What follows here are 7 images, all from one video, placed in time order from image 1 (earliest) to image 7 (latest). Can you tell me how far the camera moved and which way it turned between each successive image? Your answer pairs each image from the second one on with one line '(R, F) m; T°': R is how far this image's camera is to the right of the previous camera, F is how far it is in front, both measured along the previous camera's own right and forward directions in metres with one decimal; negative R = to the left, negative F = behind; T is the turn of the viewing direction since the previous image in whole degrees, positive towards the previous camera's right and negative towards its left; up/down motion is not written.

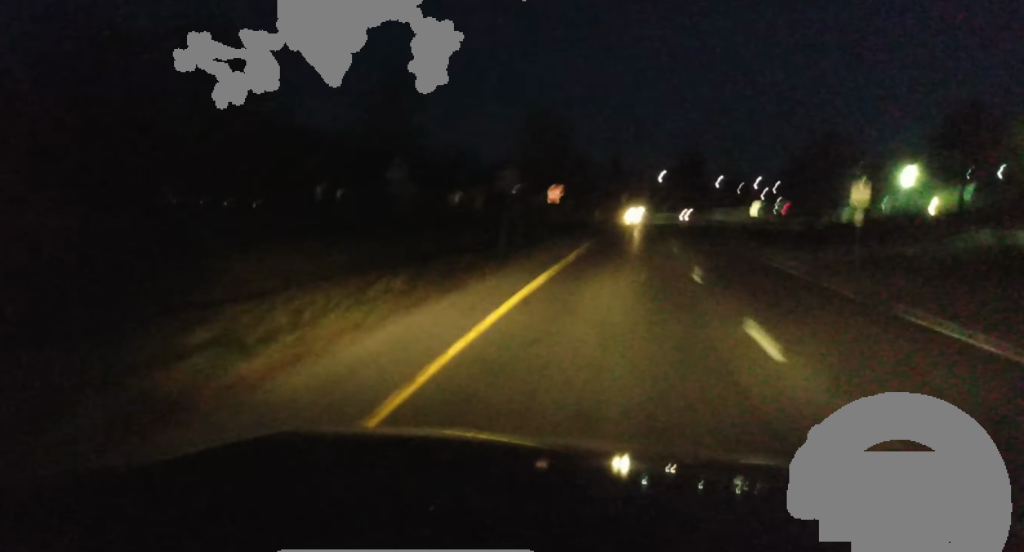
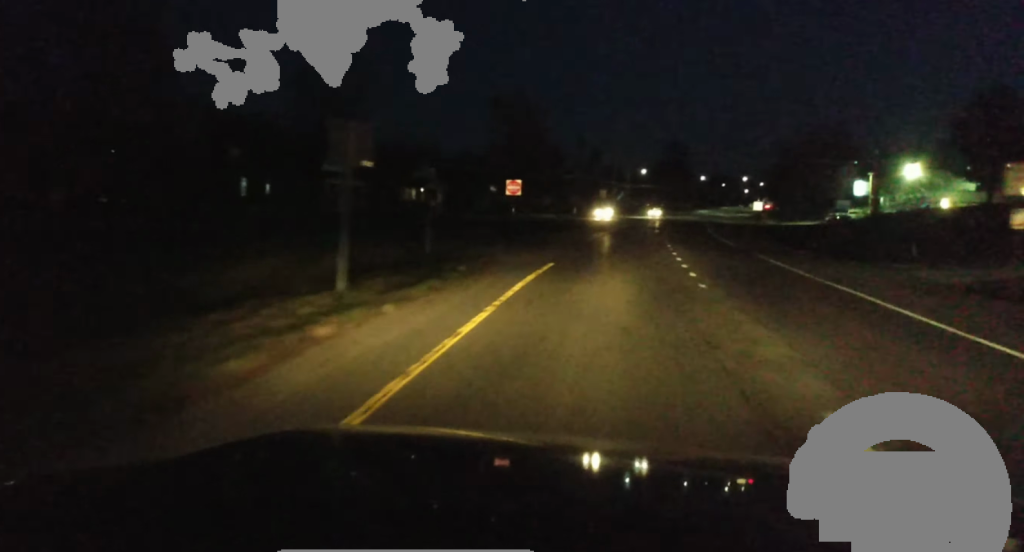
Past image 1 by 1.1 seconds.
(+0.7, +18.4) m; +2°
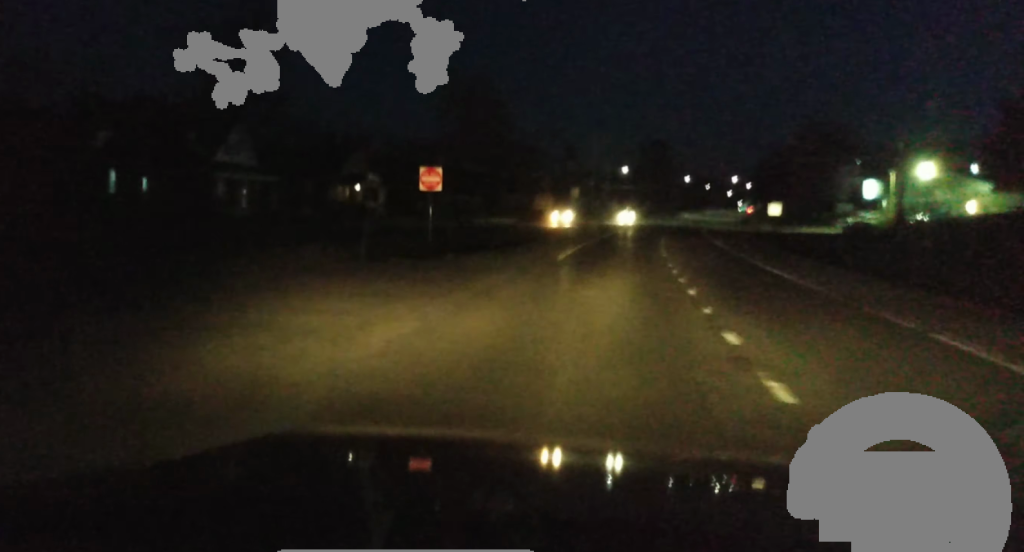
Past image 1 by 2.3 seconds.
(-0.2, +22.5) m; 0°
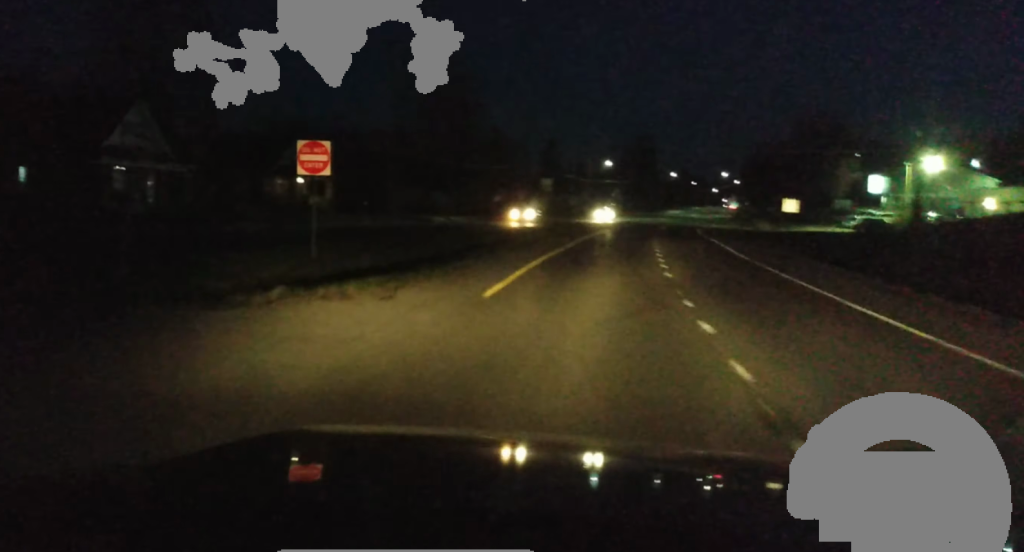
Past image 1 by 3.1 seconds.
(+0.1, +13.8) m; 0°
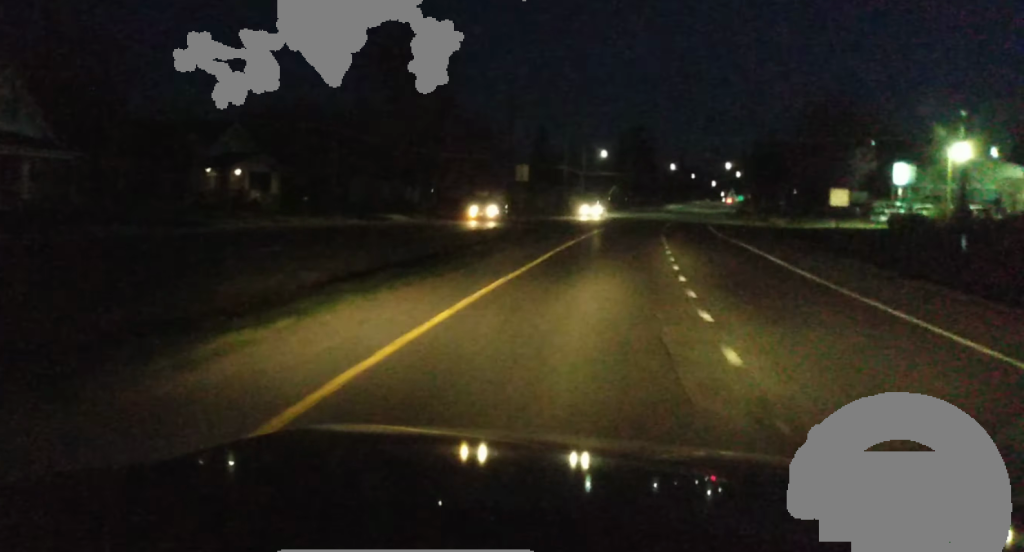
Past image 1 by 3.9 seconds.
(0.0, +14.5) m; +1°
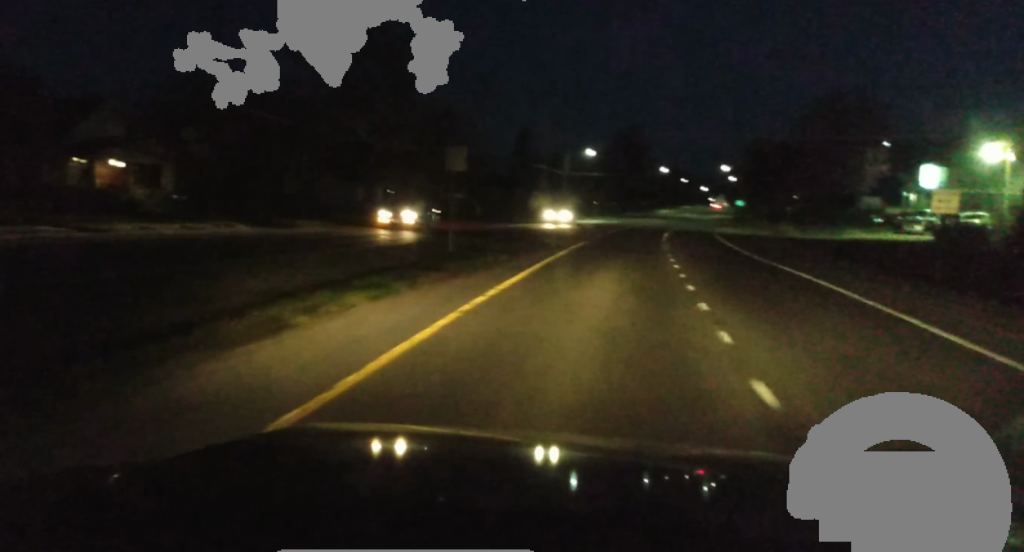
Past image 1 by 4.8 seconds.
(+0.2, +16.9) m; +2°
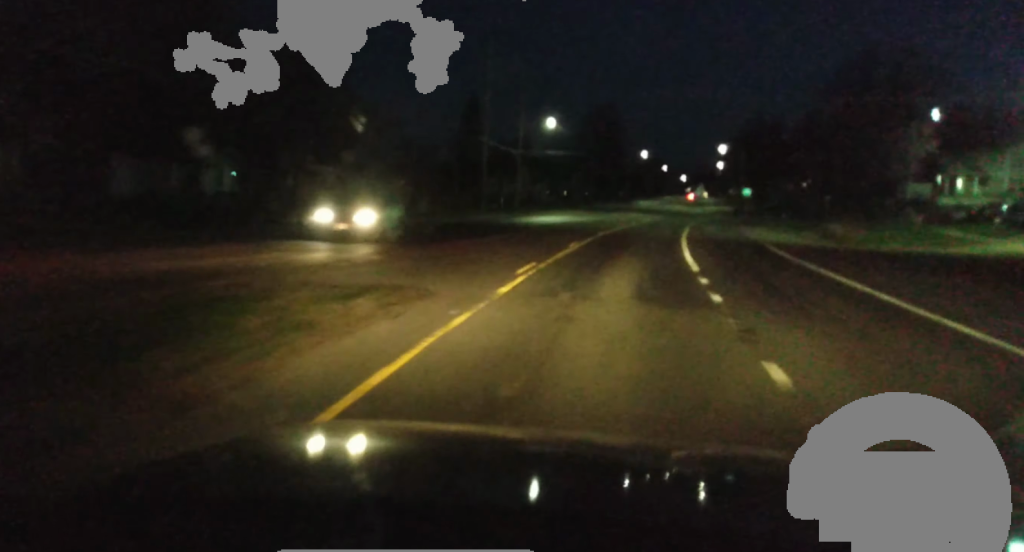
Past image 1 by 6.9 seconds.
(+0.3, +37.1) m; 0°
